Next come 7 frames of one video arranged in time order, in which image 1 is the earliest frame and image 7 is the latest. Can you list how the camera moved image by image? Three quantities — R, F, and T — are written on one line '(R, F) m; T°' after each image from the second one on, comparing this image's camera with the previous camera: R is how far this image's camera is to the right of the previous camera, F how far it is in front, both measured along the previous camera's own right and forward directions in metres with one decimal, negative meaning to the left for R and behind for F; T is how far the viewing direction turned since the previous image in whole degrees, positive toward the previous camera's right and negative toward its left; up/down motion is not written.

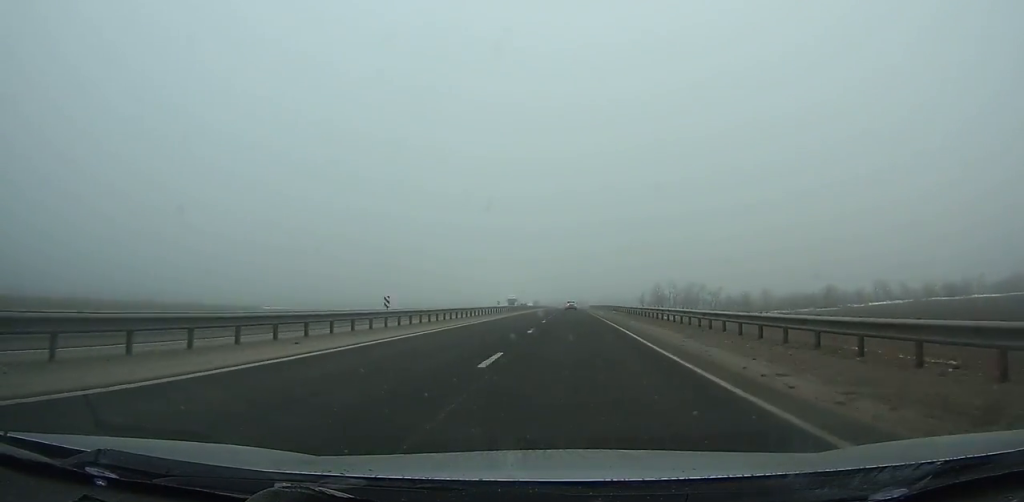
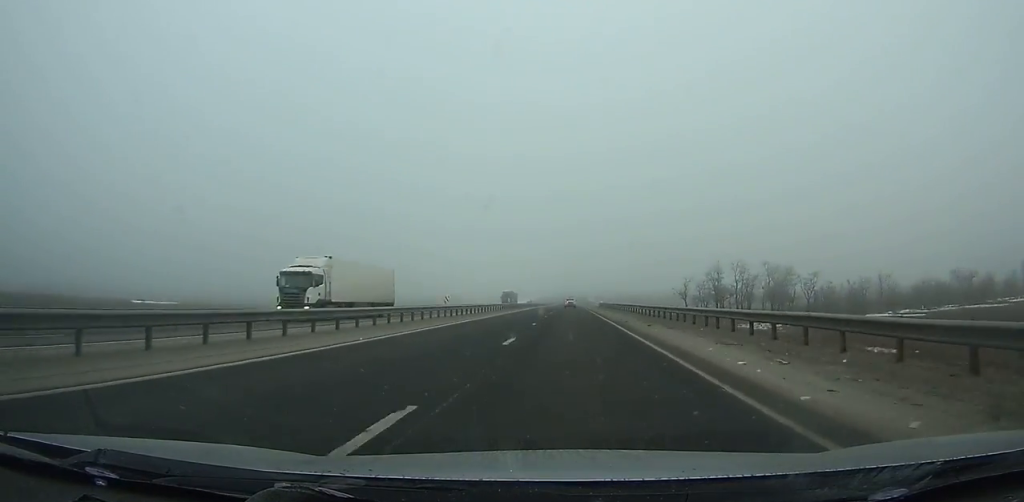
(+0.2, +67.6) m; 0°
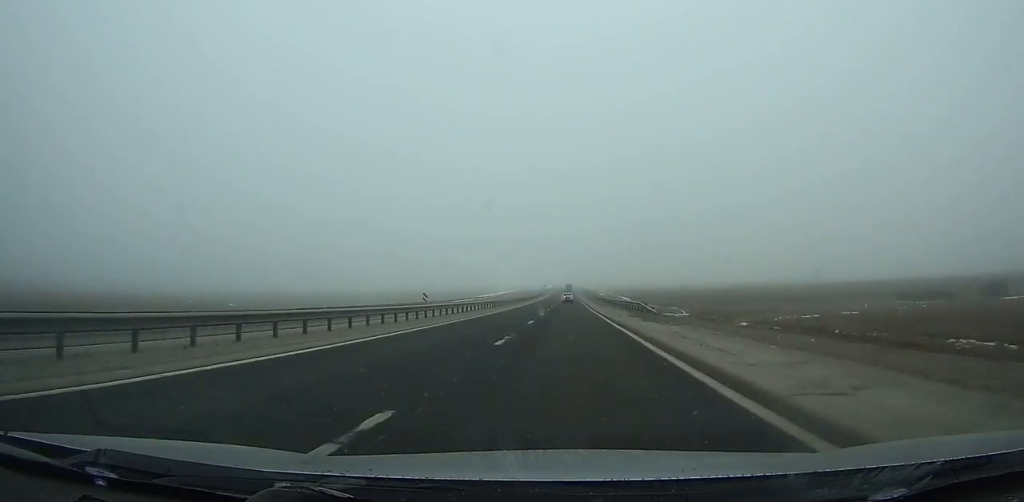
(0.0, +205.1) m; 0°
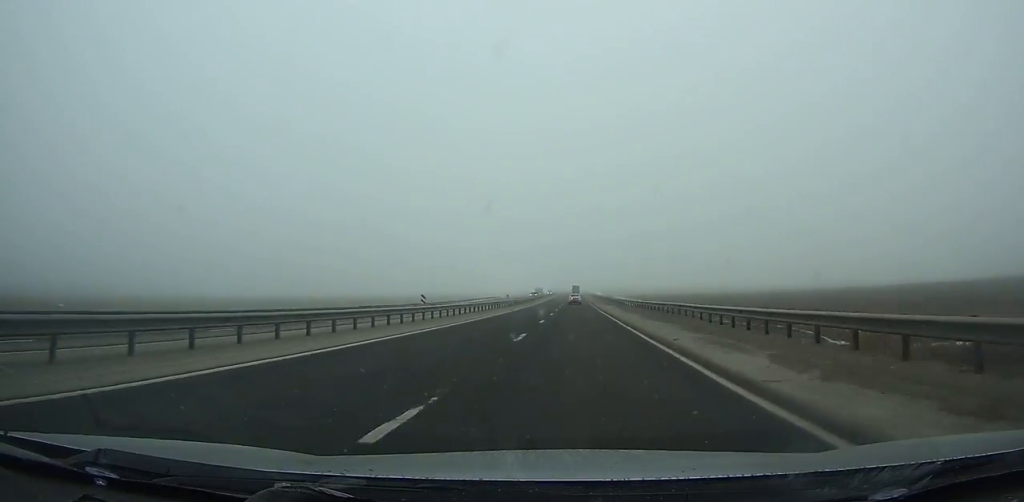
(-0.2, +83.4) m; 0°
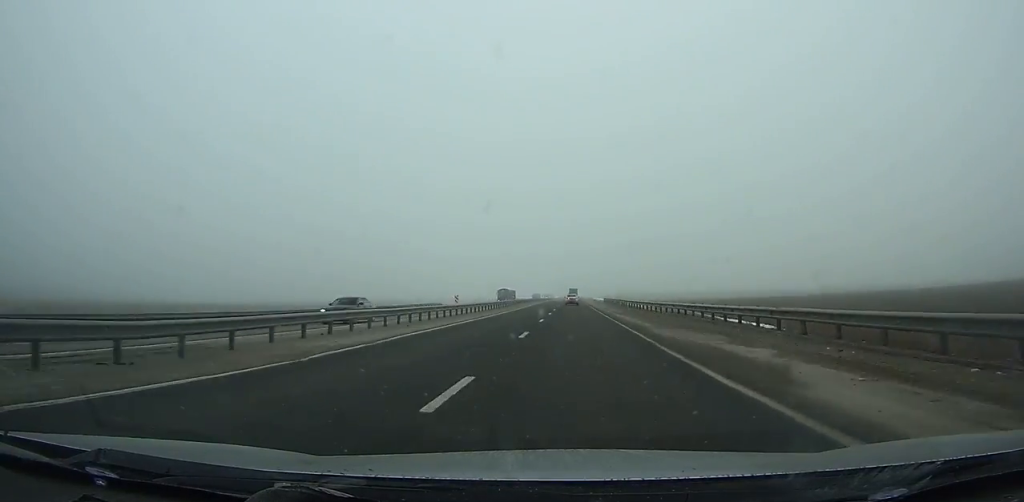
(-0.1, +69.1) m; 0°
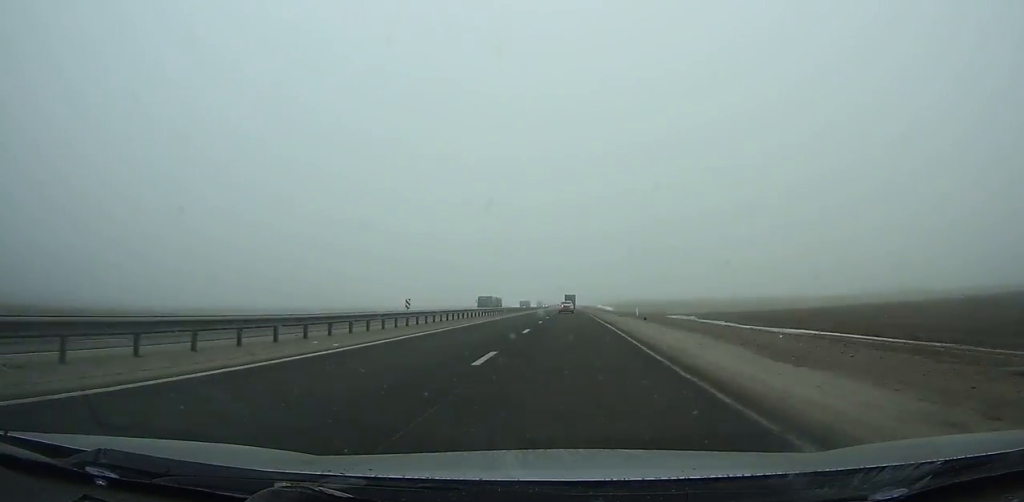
(+0.5, +90.6) m; 0°
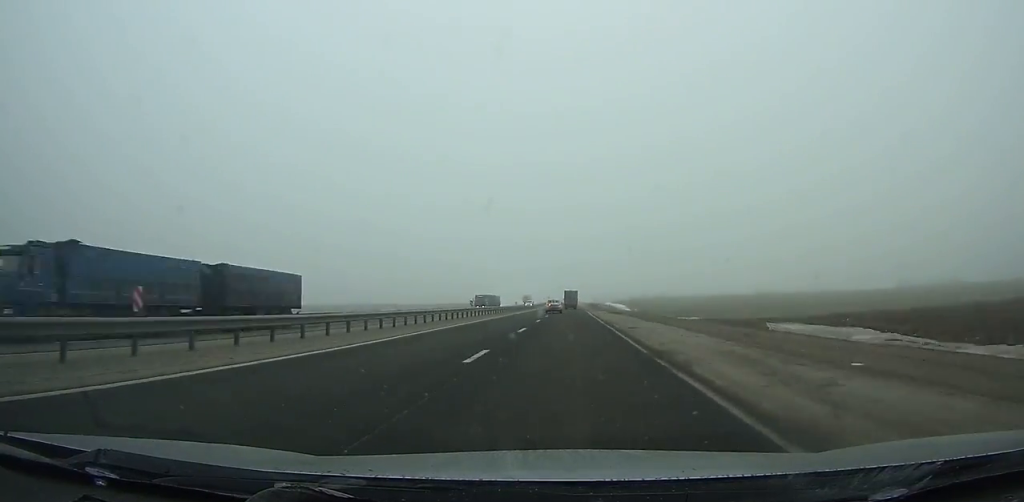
(0.0, +60.4) m; 0°
